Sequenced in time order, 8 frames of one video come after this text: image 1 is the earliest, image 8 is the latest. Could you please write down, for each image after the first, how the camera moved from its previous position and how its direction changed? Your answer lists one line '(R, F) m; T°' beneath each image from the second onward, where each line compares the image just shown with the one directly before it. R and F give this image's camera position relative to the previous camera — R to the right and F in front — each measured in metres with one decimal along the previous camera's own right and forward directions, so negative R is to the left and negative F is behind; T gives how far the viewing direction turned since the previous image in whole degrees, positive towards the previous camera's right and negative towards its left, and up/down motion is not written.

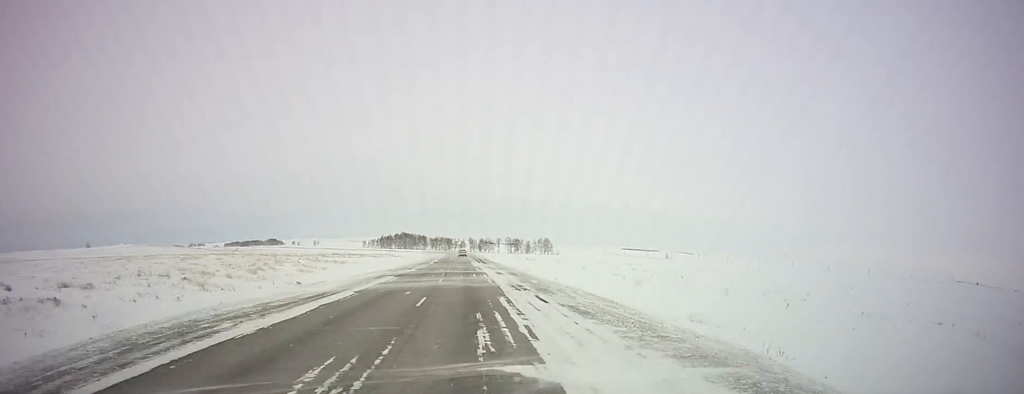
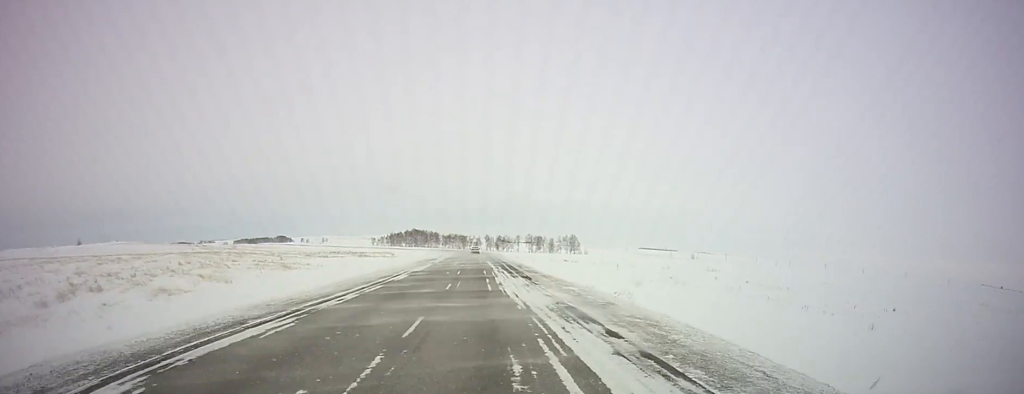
(0.0, +37.6) m; 0°
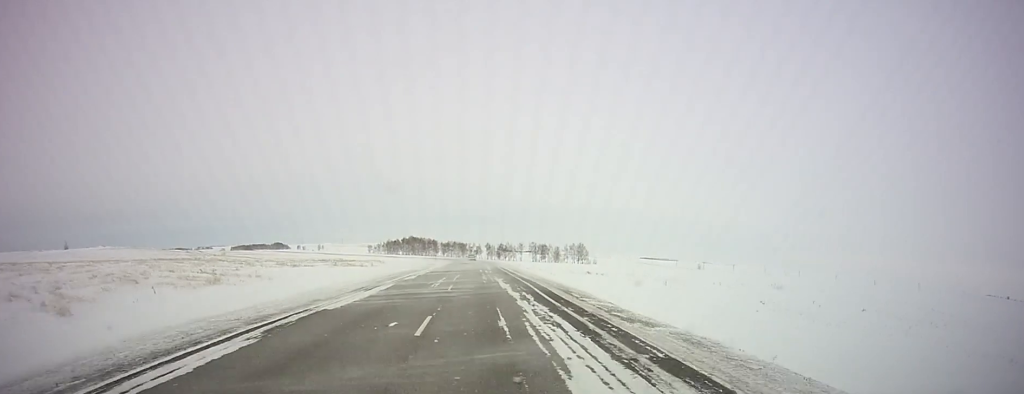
(-0.1, +21.1) m; 0°
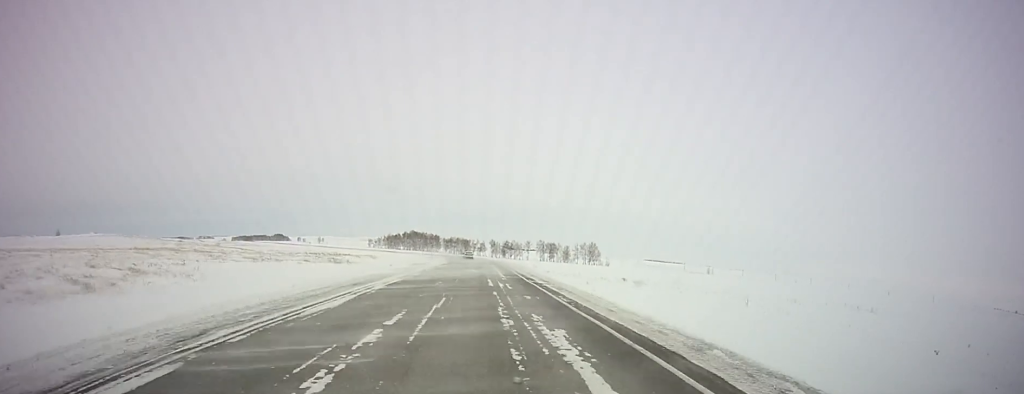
(0.0, +18.7) m; 0°
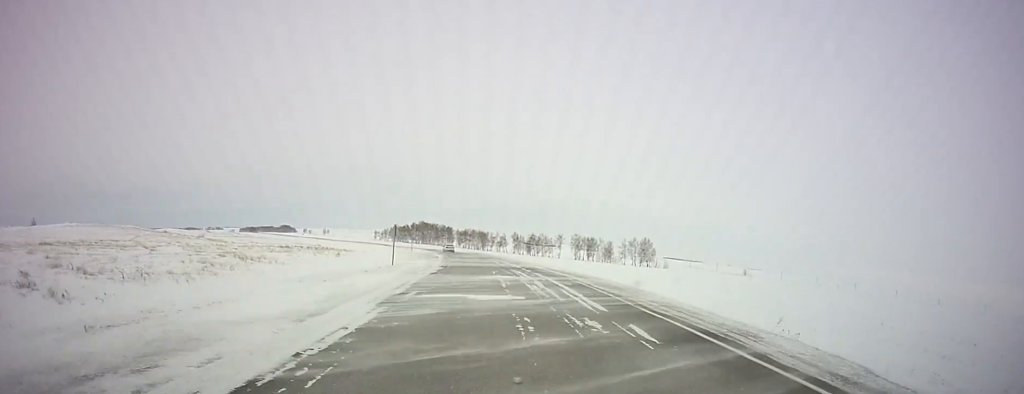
(-0.7, +57.8) m; -1°
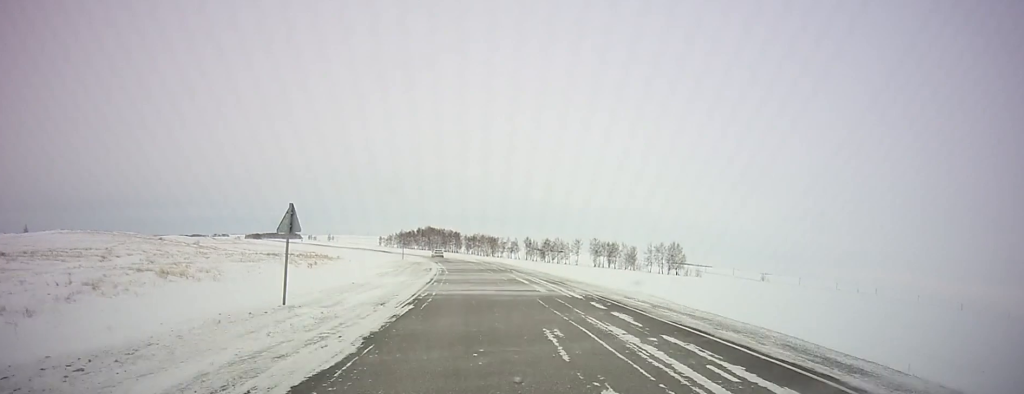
(0.0, +21.9) m; 0°
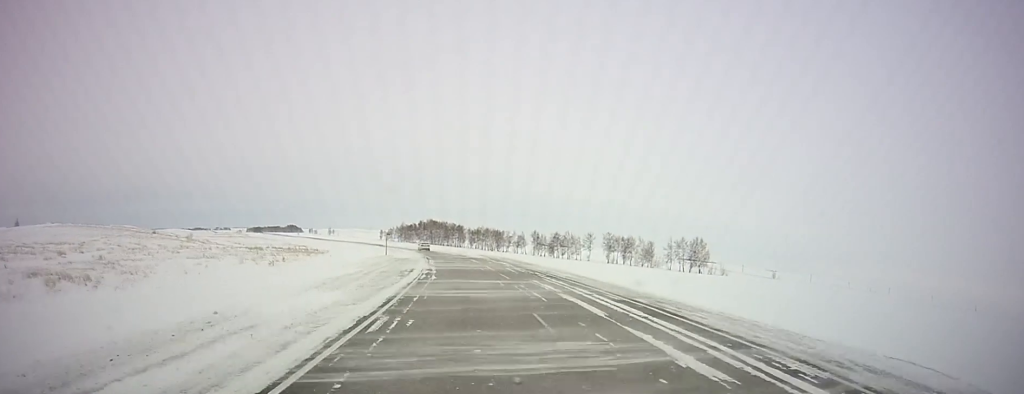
(-0.1, +16.6) m; -1°
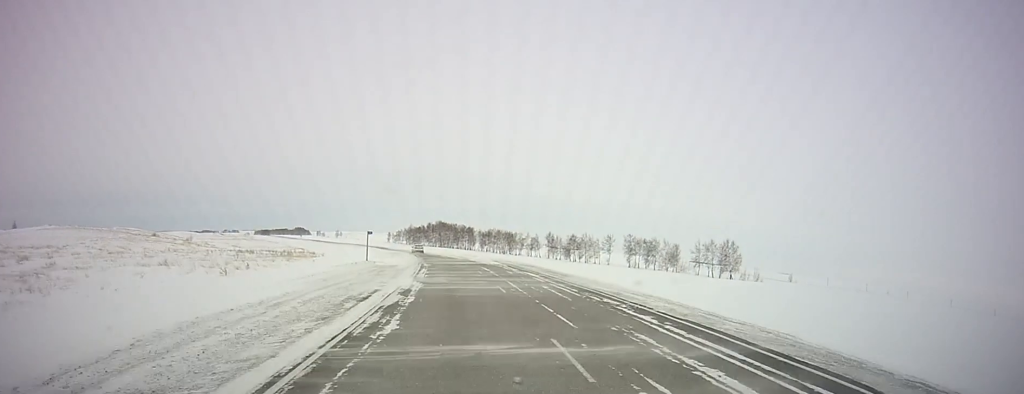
(0.0, +15.0) m; -1°
